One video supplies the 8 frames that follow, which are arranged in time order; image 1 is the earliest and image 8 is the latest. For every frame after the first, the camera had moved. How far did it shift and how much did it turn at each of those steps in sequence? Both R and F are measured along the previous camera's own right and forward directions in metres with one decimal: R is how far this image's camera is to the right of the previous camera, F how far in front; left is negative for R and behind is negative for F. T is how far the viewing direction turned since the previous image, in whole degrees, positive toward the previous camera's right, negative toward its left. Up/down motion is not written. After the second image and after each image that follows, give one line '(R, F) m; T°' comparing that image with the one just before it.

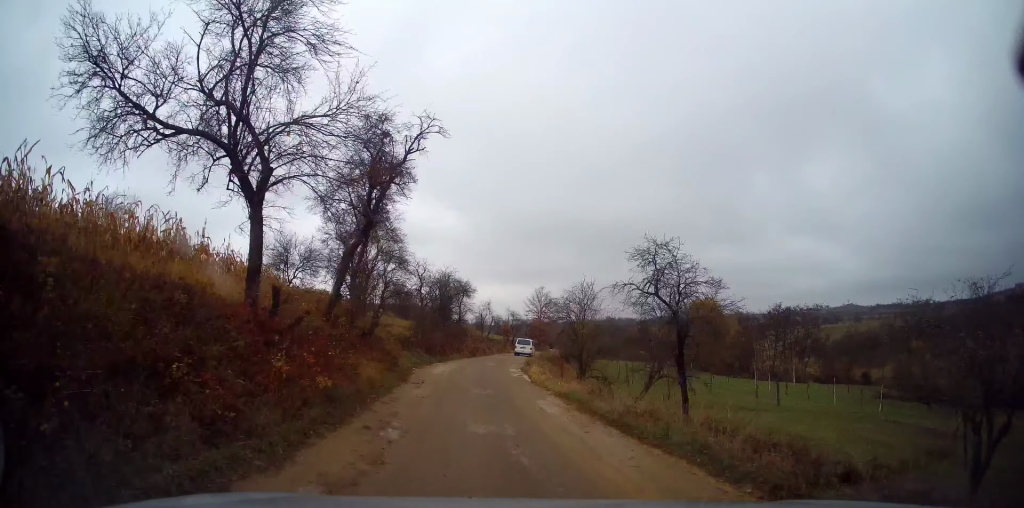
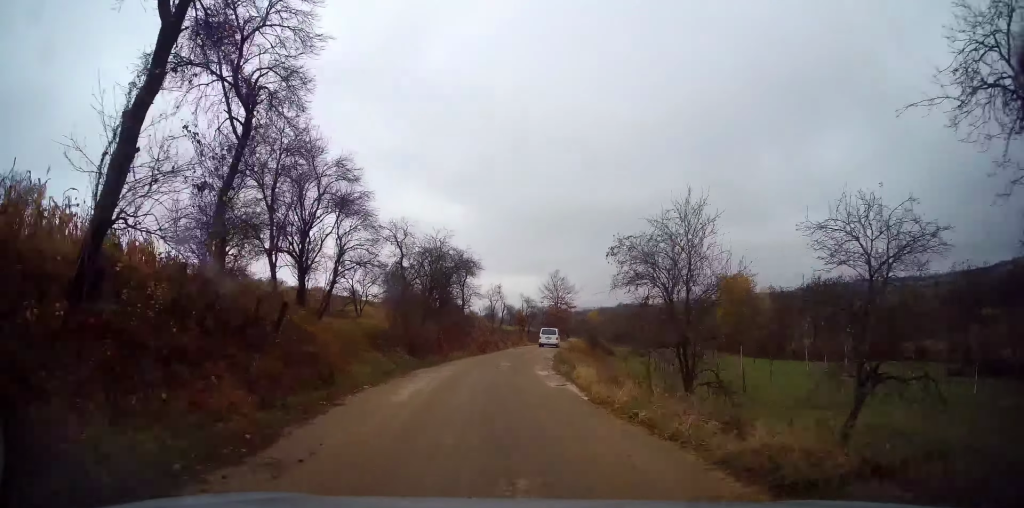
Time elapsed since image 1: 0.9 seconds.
(0.0, +10.1) m; 0°
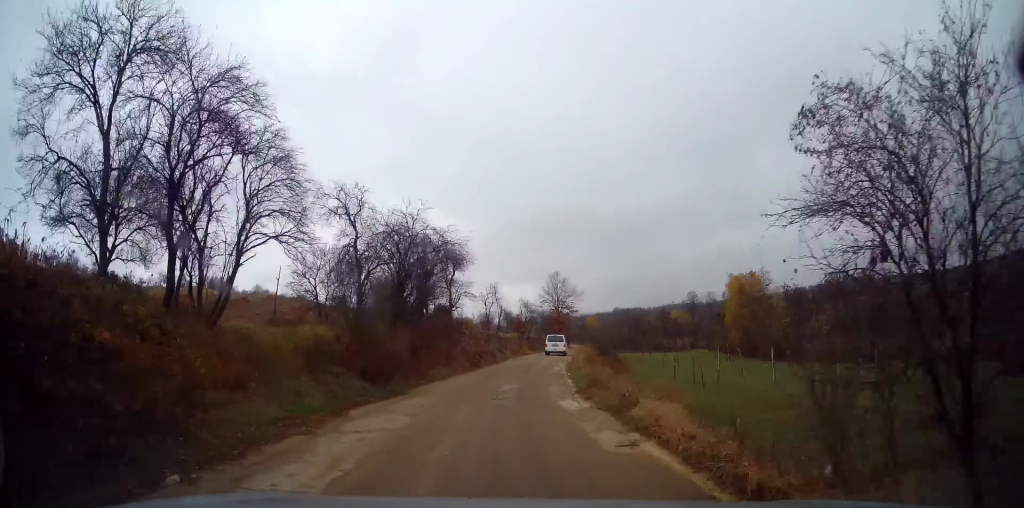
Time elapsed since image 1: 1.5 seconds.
(0.0, +7.1) m; +1°
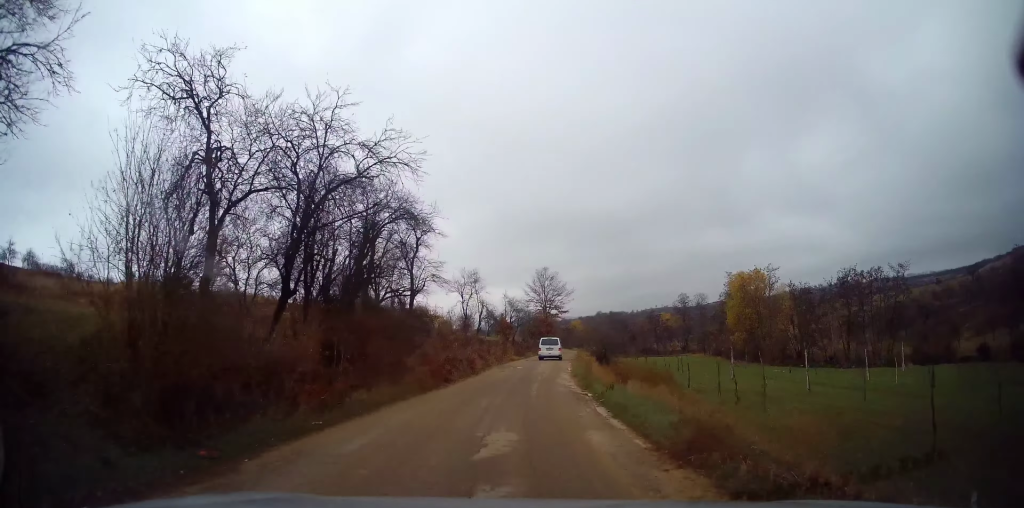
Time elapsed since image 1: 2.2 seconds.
(+0.1, +8.3) m; +2°
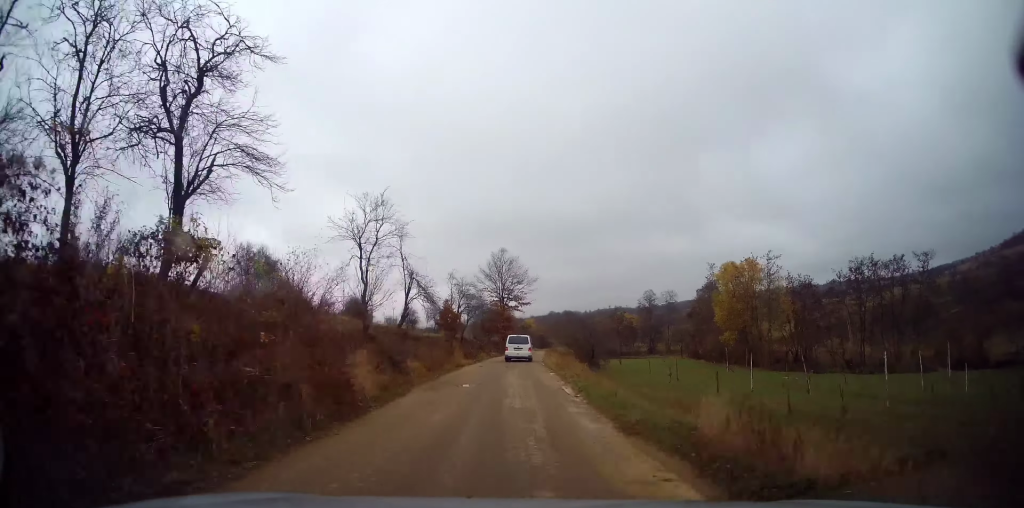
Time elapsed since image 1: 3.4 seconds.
(+0.4, +14.2) m; +4°
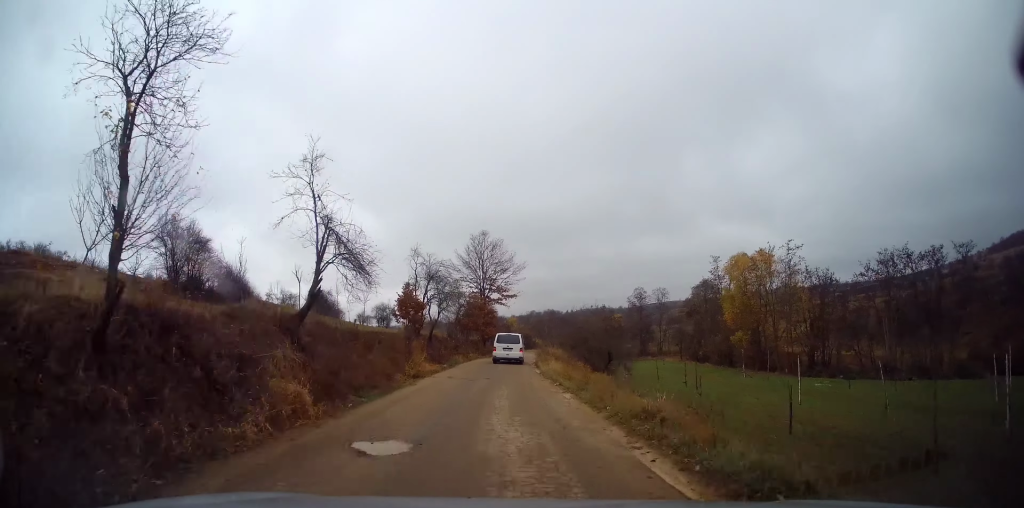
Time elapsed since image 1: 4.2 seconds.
(+0.3, +9.7) m; +3°
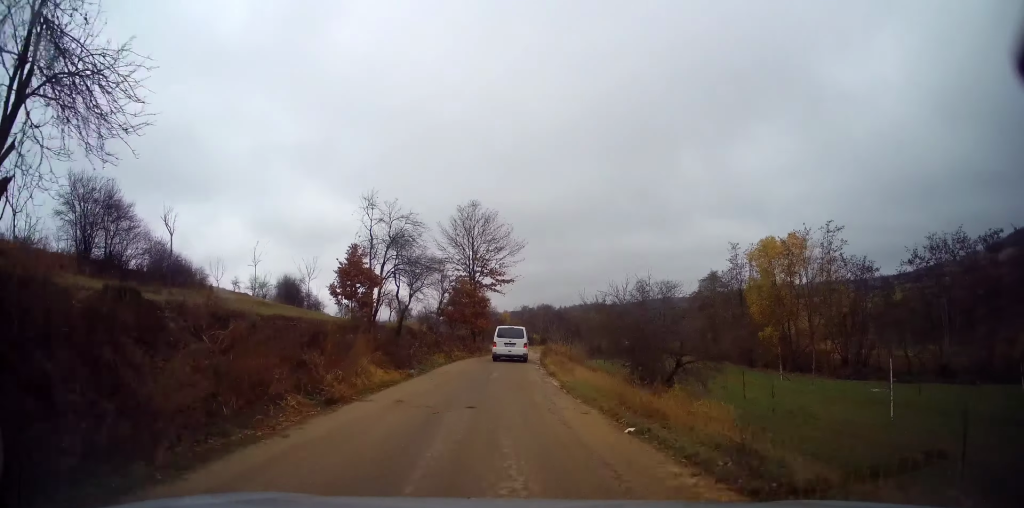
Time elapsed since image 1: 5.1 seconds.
(+0.3, +9.7) m; +2°
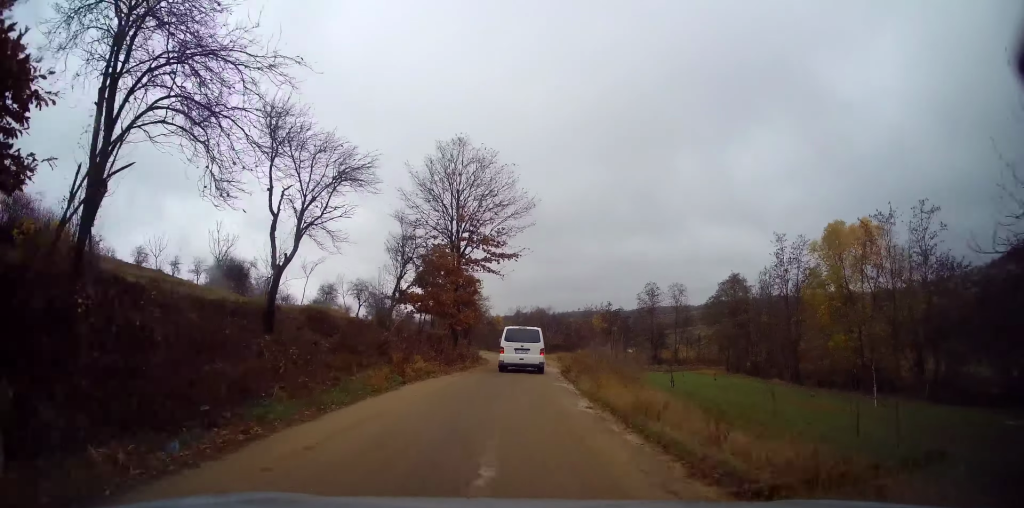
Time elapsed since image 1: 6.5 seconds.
(0.0, +15.1) m; 0°
